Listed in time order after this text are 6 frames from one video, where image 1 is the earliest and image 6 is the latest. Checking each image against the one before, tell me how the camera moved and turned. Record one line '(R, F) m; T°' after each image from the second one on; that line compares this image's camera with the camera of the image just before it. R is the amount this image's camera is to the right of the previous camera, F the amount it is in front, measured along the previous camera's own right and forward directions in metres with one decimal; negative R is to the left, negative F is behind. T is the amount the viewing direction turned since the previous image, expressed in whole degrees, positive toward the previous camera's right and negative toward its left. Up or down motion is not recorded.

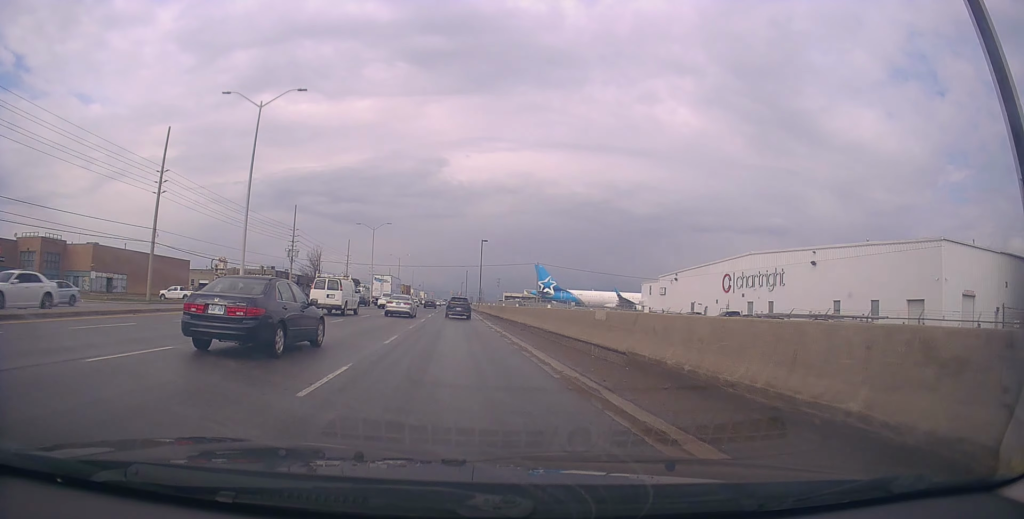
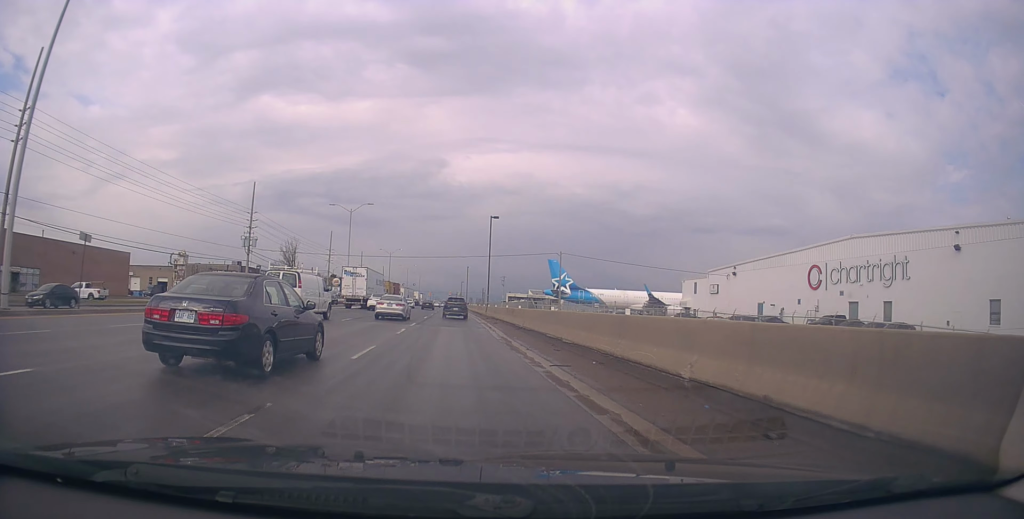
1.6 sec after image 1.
(-0.2, +21.5) m; -2°
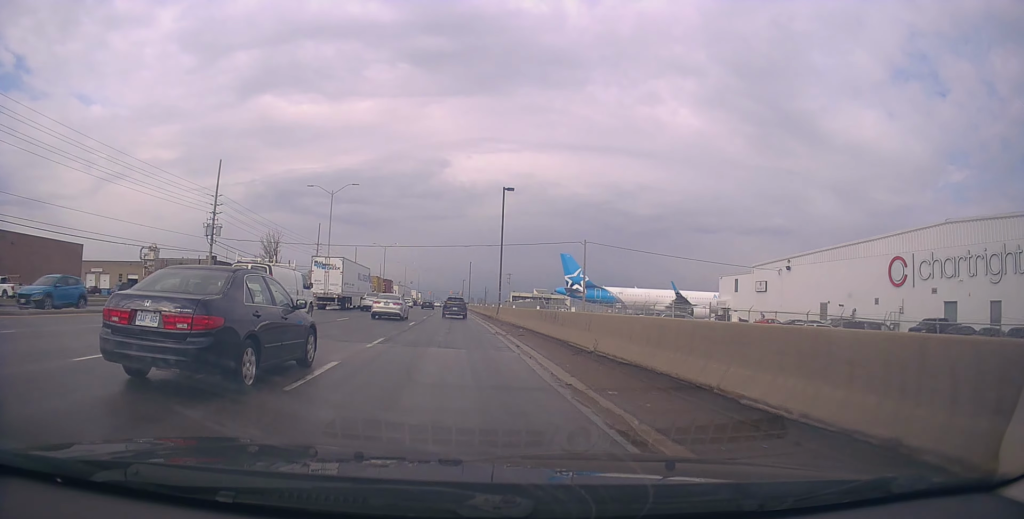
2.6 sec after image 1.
(0.0, +13.4) m; 0°
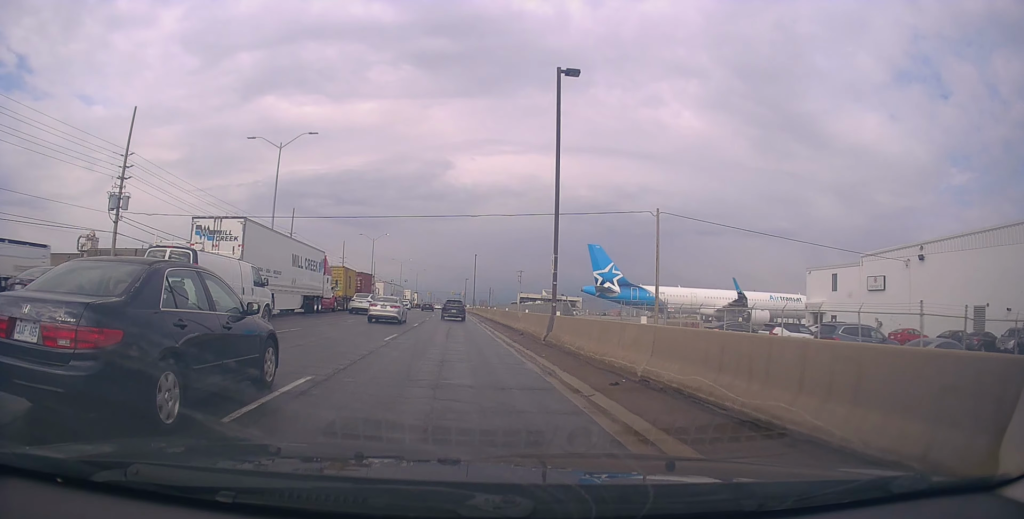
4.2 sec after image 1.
(0.0, +21.7) m; -1°
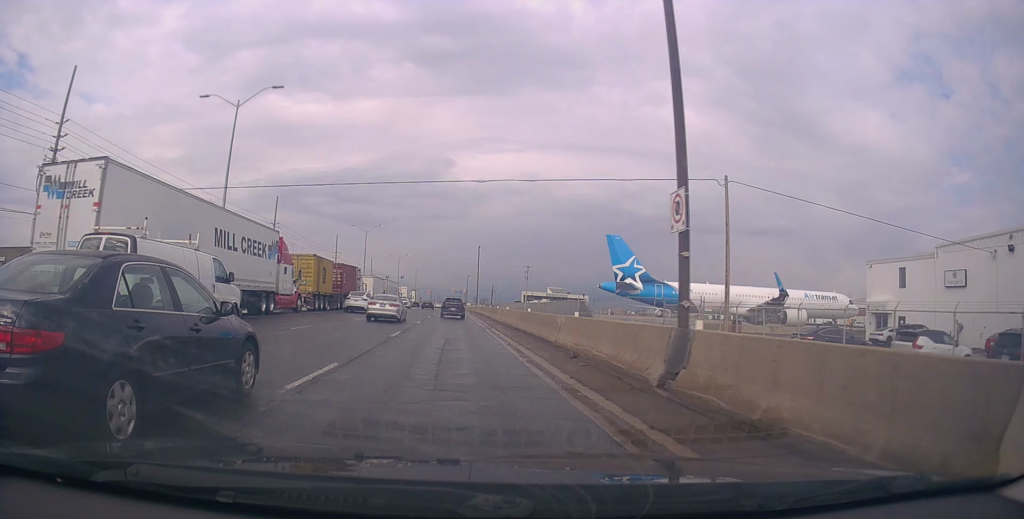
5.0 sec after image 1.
(-0.1, +10.3) m; +1°
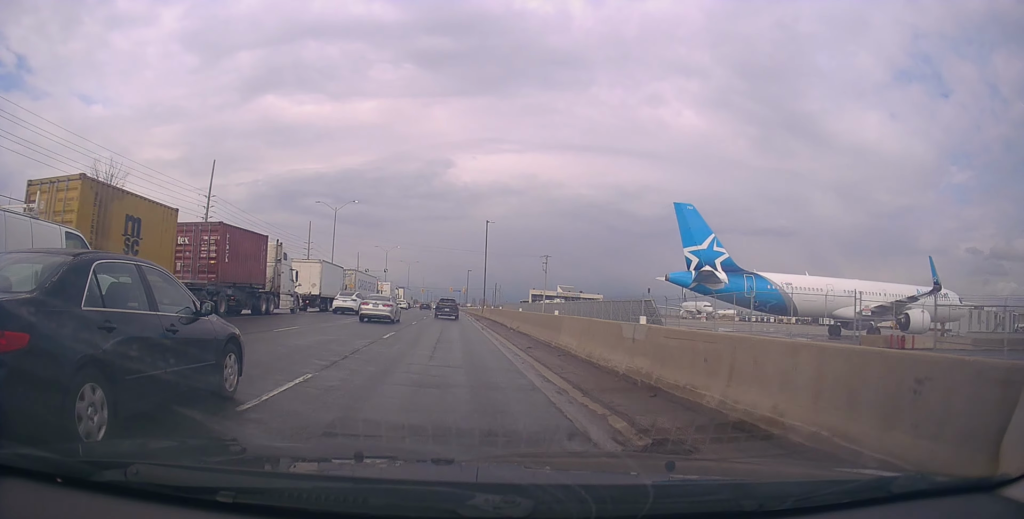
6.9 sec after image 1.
(+1.0, +25.1) m; +1°
